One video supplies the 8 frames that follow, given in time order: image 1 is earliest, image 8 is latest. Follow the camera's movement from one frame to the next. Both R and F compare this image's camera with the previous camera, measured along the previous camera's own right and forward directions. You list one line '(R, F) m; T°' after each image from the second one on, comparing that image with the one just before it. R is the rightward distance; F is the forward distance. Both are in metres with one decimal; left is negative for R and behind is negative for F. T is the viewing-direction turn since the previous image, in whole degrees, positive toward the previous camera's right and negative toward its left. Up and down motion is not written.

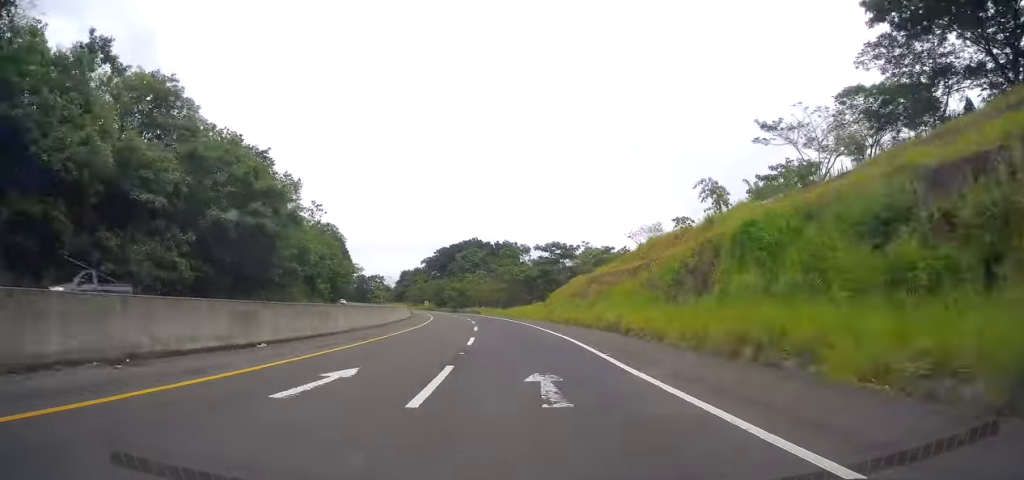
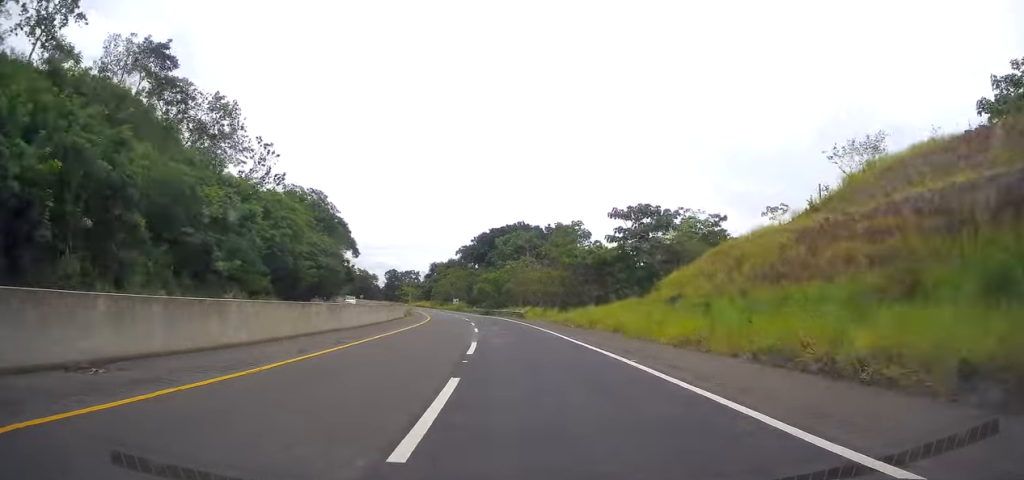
(-1.1, +41.4) m; -4°
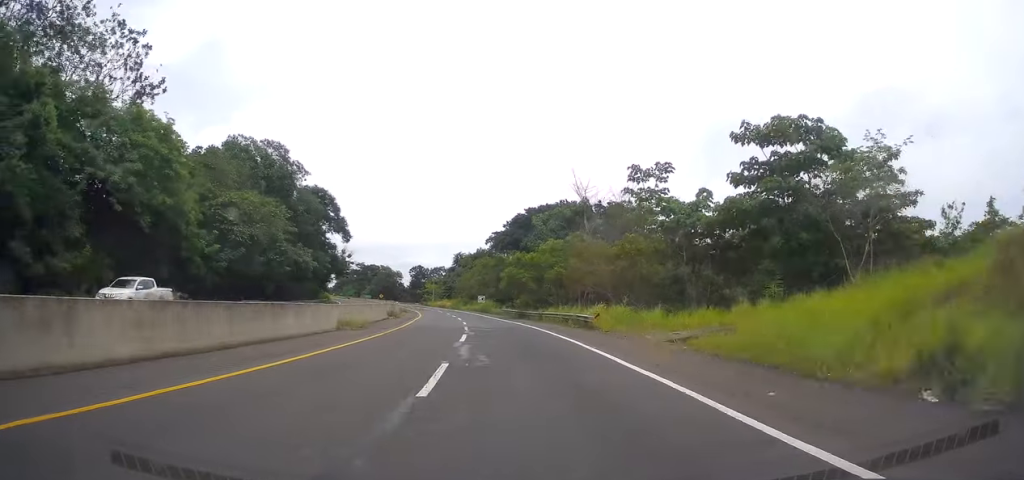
(-1.2, +32.4) m; -4°
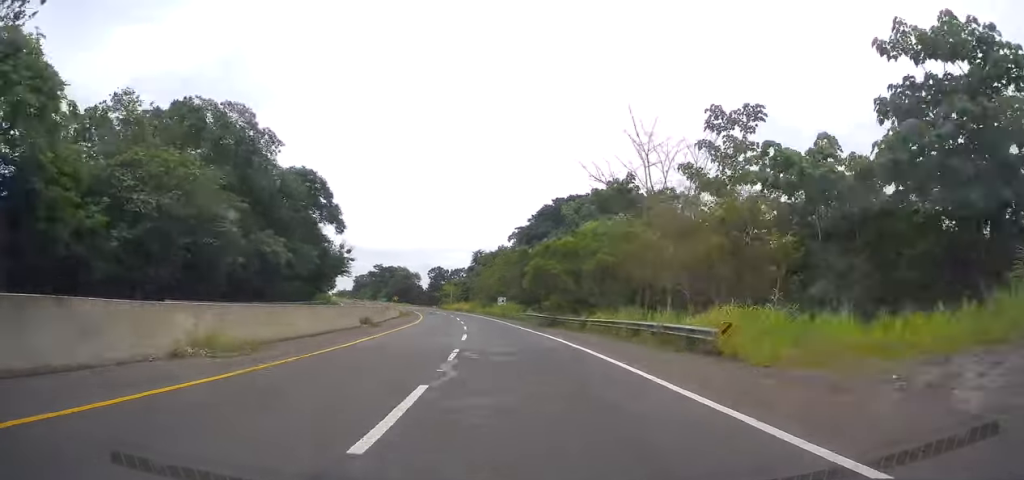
(-0.5, +15.9) m; -2°
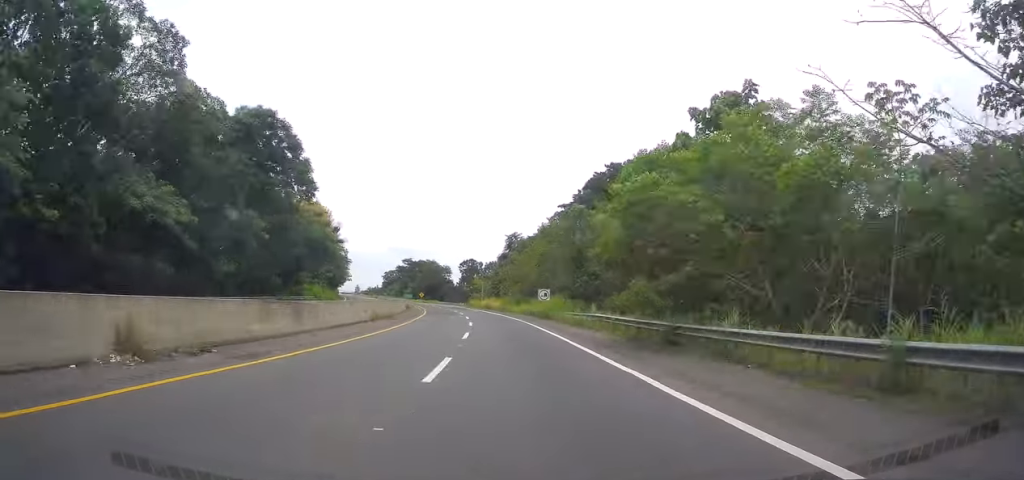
(-0.3, +25.4) m; -3°
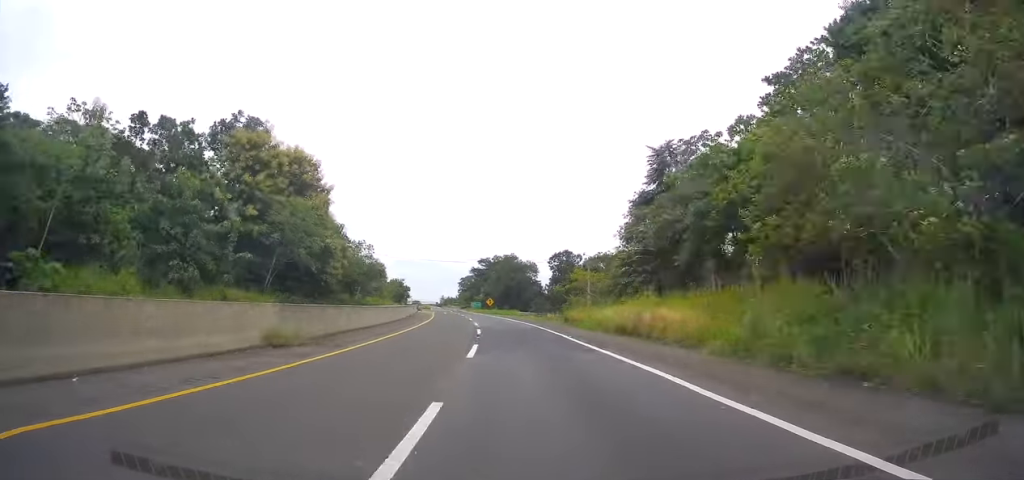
(-6.1, +64.9) m; -9°
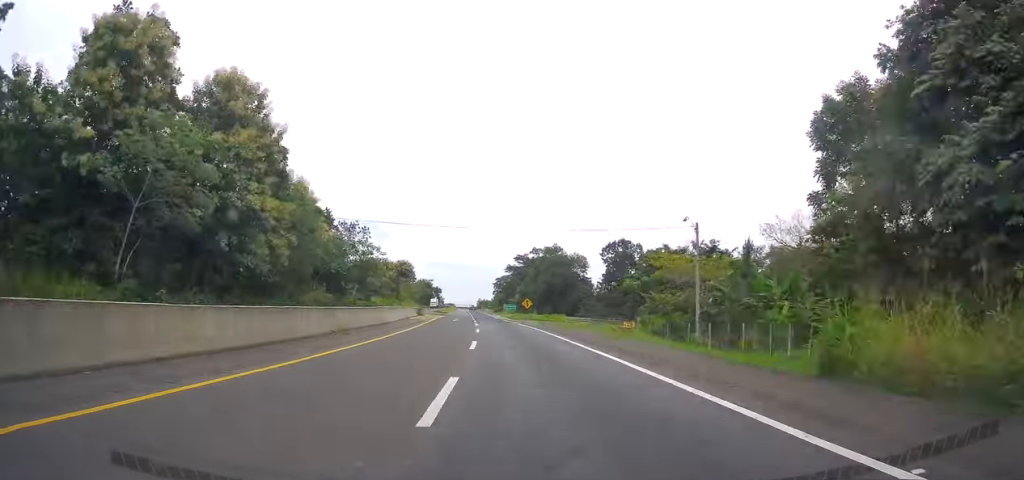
(-0.9, +32.1) m; -3°
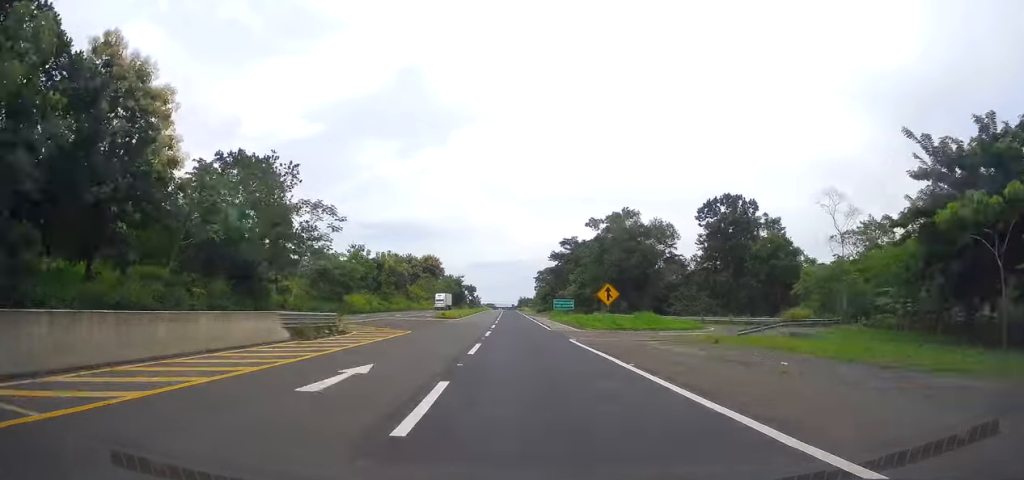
(-1.9, +45.2) m; -5°
